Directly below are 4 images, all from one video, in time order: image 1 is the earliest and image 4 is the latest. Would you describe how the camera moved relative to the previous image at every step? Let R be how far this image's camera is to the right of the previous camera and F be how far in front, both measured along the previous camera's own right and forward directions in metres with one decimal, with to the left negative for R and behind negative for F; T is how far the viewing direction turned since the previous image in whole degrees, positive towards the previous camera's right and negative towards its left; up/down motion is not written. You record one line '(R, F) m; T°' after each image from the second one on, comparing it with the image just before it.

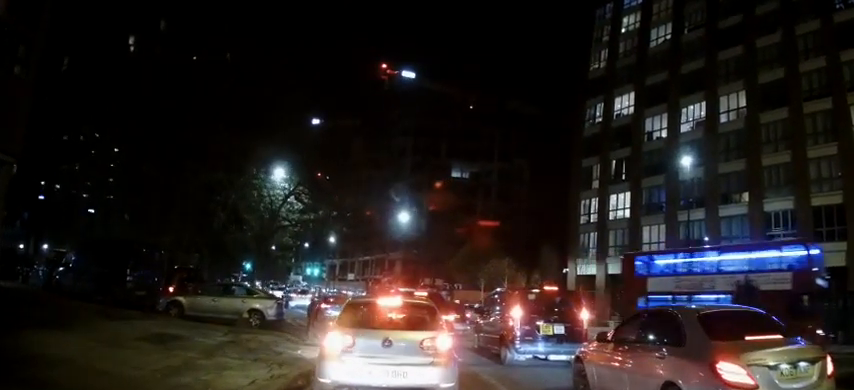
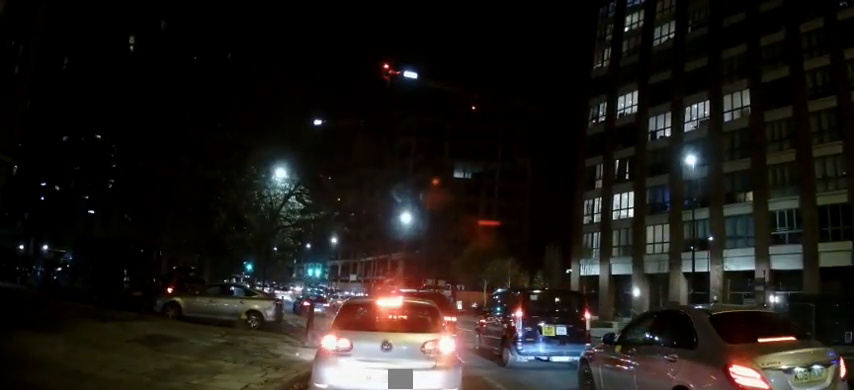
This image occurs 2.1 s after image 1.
(-0.1, +0.2) m; 0°
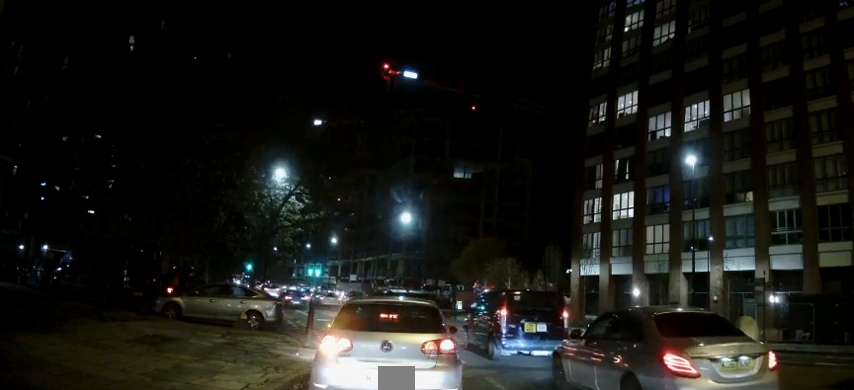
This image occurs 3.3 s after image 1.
(0.0, 0.0) m; 0°
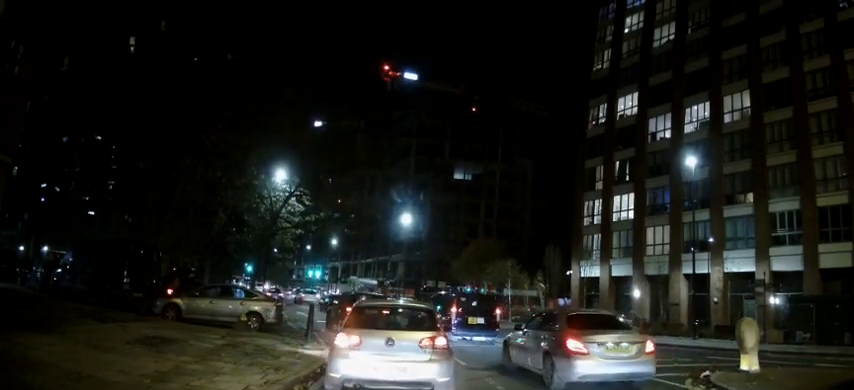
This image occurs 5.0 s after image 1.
(-0.1, +0.3) m; 0°
